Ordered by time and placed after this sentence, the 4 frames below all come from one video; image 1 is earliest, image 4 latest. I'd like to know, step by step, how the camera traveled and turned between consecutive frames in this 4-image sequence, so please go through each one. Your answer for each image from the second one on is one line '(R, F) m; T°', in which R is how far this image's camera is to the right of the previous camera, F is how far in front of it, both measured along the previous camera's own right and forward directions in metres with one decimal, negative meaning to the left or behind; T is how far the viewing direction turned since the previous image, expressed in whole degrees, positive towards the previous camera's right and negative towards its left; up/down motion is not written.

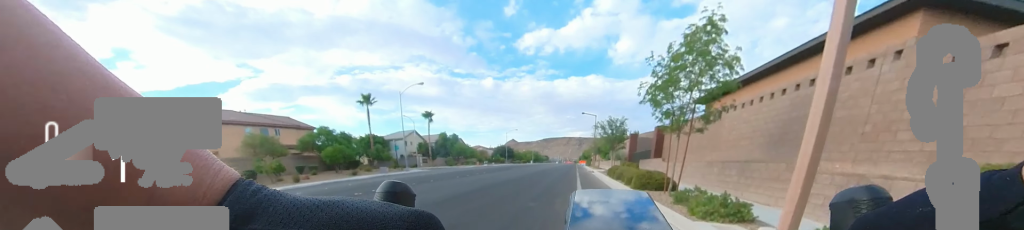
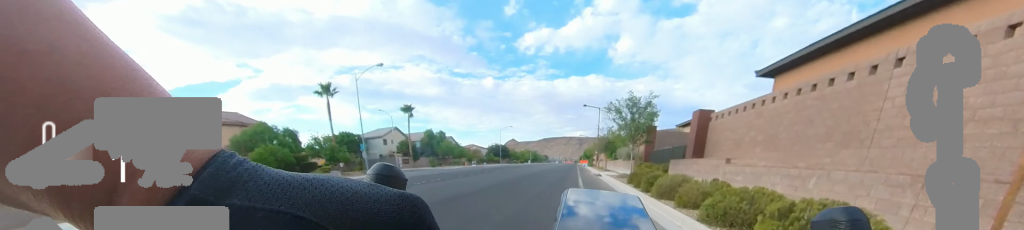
(+1.0, +7.4) m; +12°
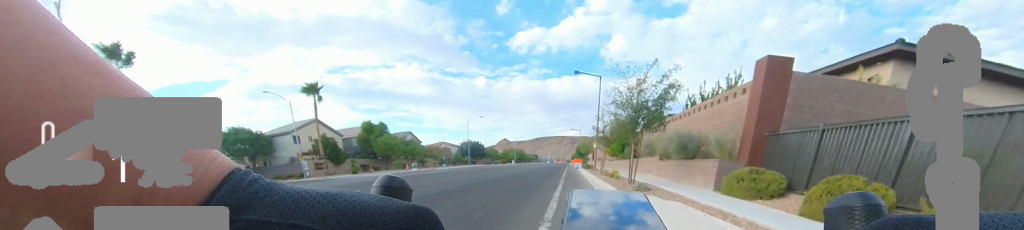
(+2.4, +17.6) m; +7°
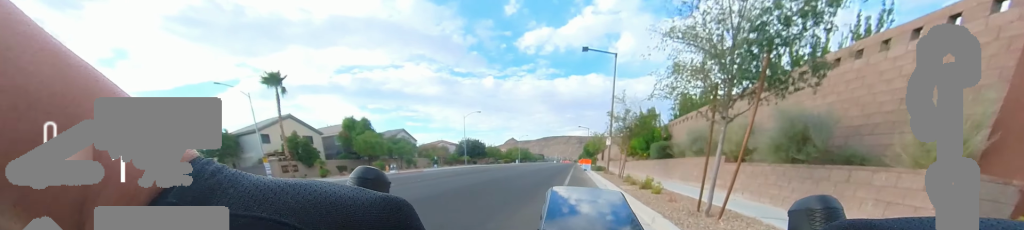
(-0.6, +6.2) m; -6°
